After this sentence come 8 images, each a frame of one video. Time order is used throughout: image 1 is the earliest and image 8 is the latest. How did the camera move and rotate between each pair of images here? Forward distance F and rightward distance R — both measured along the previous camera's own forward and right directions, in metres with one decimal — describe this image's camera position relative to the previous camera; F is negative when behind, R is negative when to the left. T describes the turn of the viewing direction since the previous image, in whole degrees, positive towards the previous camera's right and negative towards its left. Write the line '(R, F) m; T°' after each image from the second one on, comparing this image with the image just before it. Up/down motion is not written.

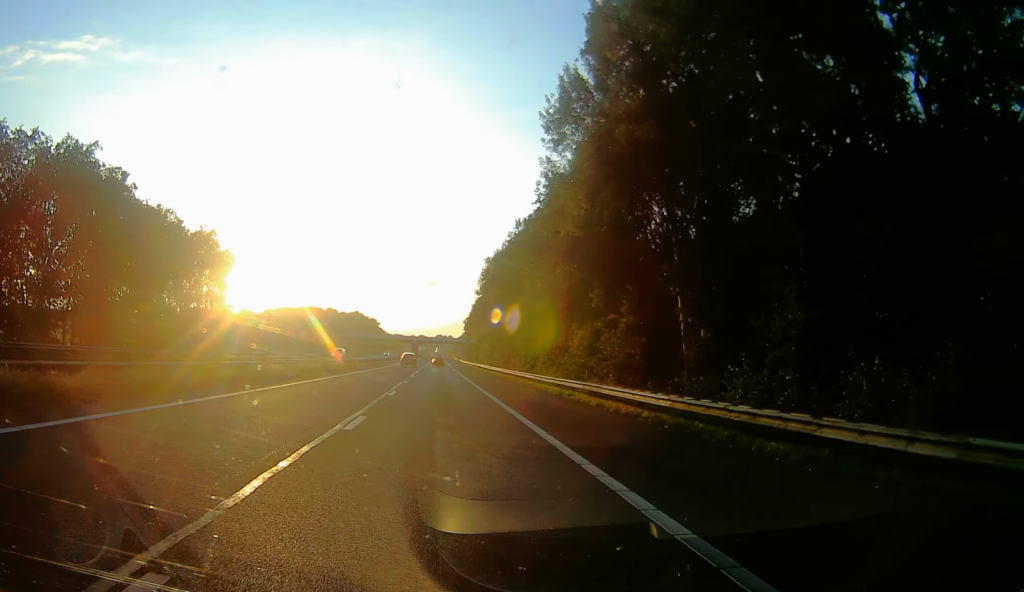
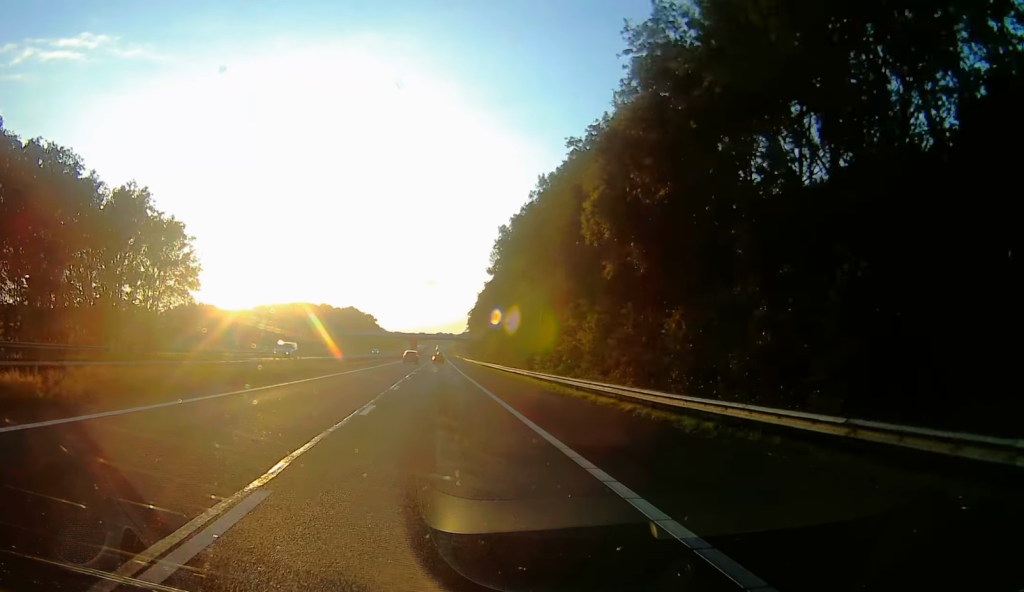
(-0.1, +21.1) m; -1°
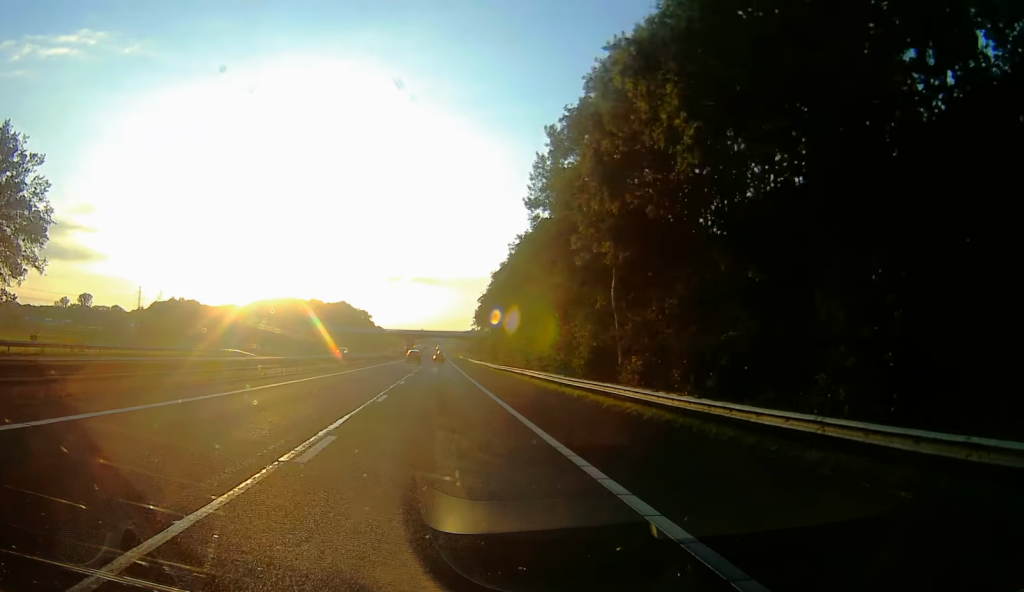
(-0.7, +31.0) m; 0°
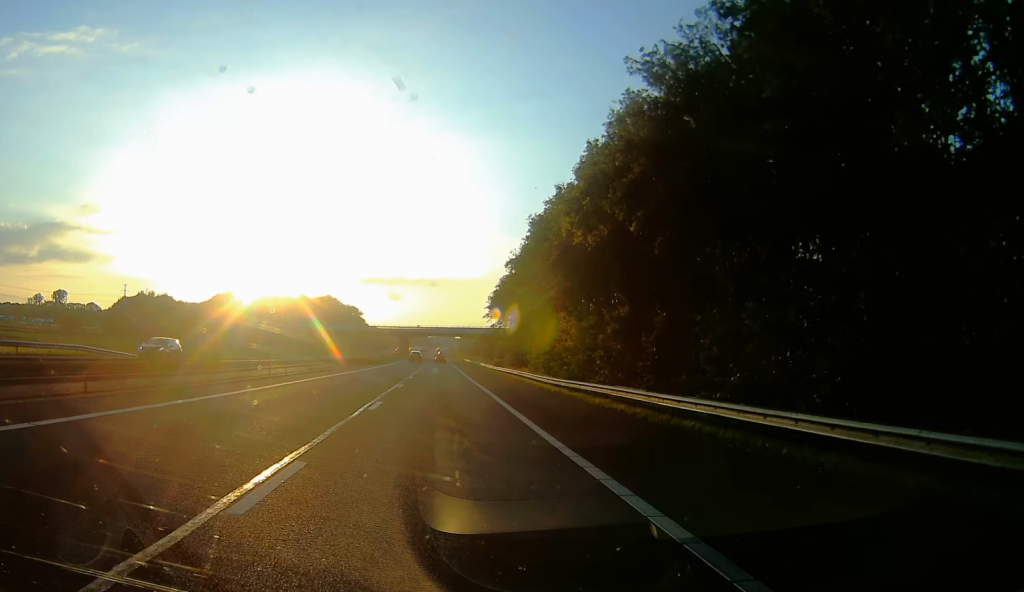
(+1.6, +38.7) m; +2°
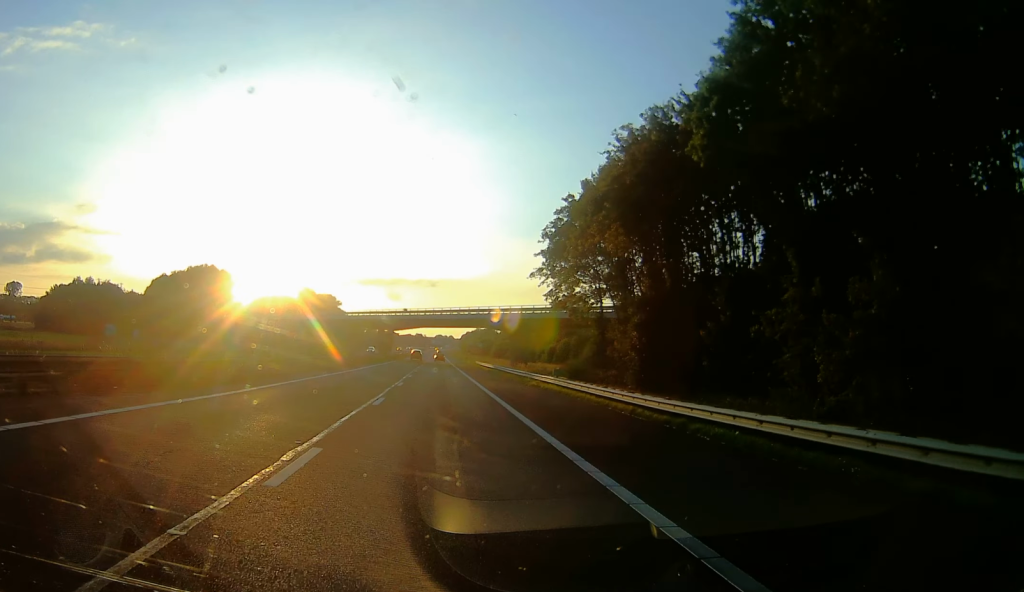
(-1.4, +58.7) m; -2°
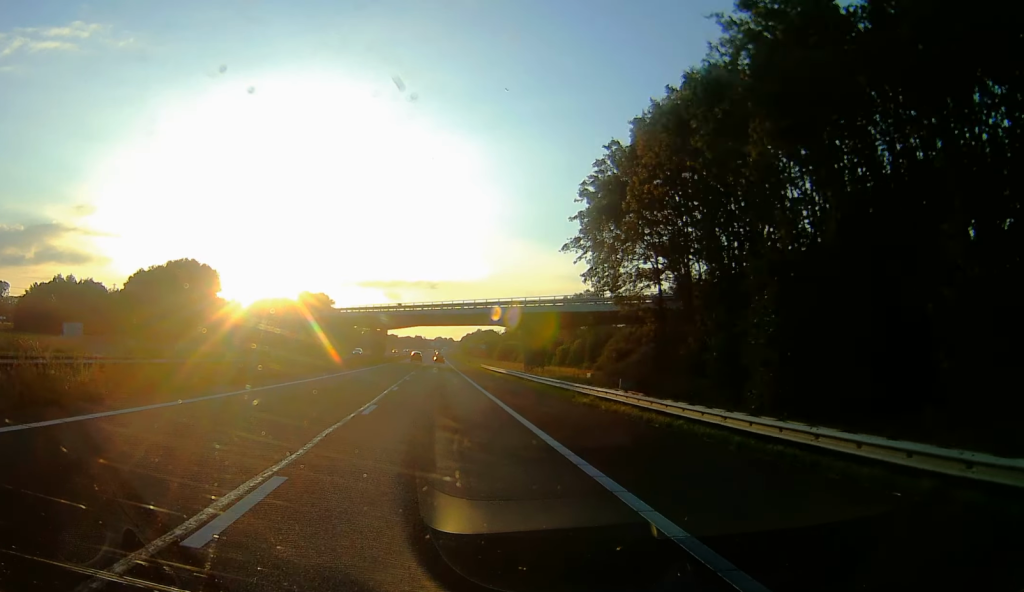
(-0.1, +14.4) m; -1°
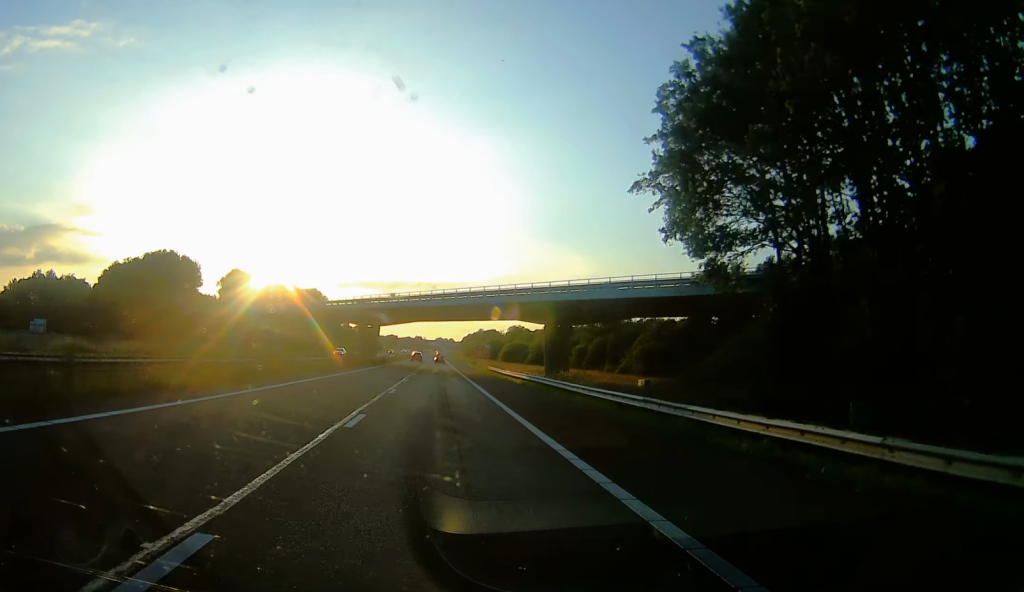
(-0.1, +14.3) m; 0°
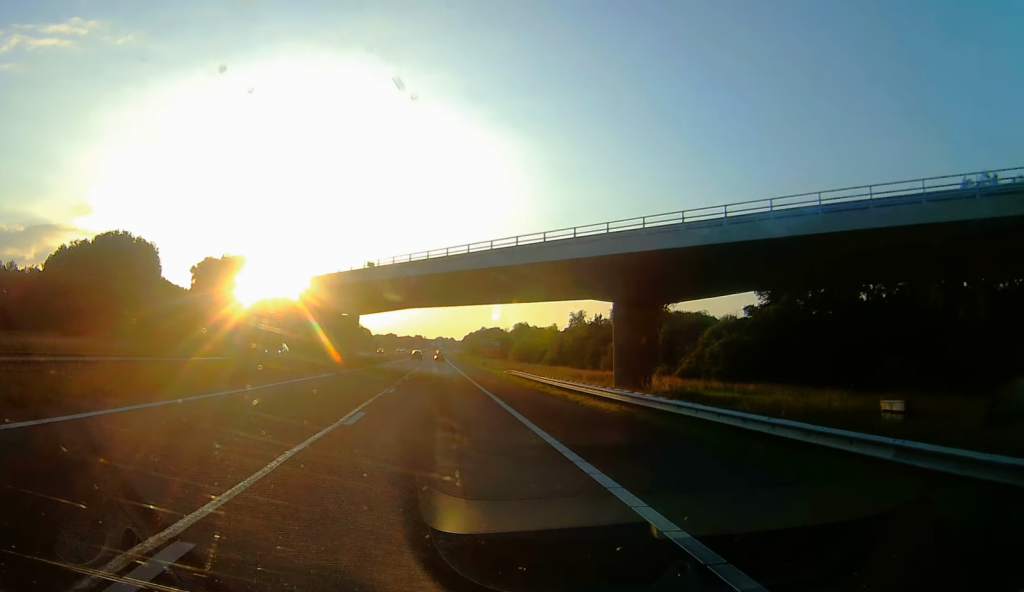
(-0.4, +24.3) m; +2°
